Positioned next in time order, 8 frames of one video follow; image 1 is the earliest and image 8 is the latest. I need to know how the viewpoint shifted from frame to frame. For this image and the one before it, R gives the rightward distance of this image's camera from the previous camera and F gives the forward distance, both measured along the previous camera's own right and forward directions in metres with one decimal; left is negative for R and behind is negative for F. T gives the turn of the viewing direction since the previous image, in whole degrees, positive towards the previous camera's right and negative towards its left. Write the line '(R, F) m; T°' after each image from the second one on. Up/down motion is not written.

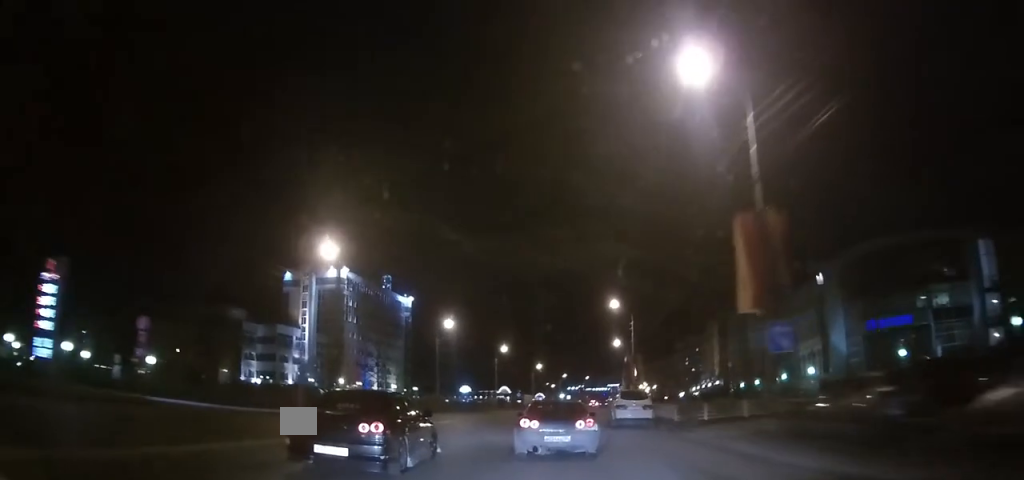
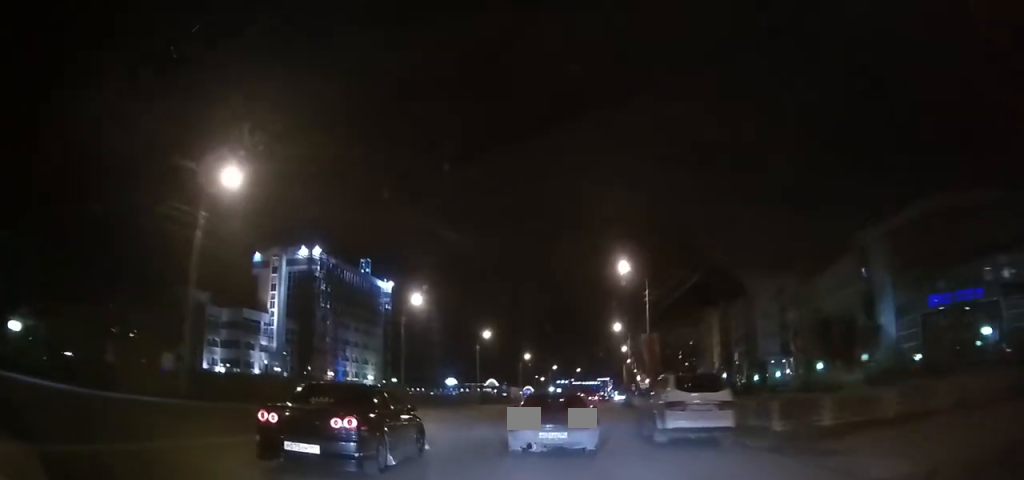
(0.0, +10.1) m; +1°
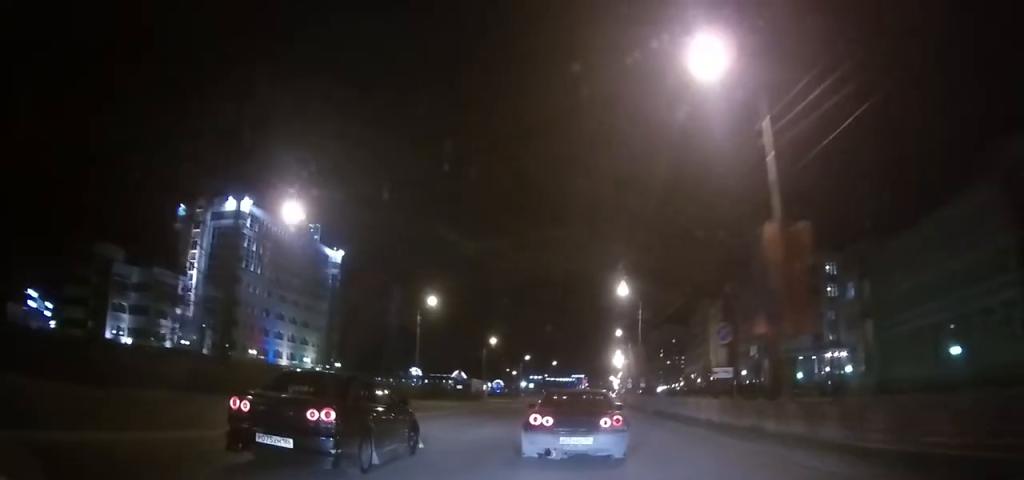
(+0.2, +22.6) m; +1°
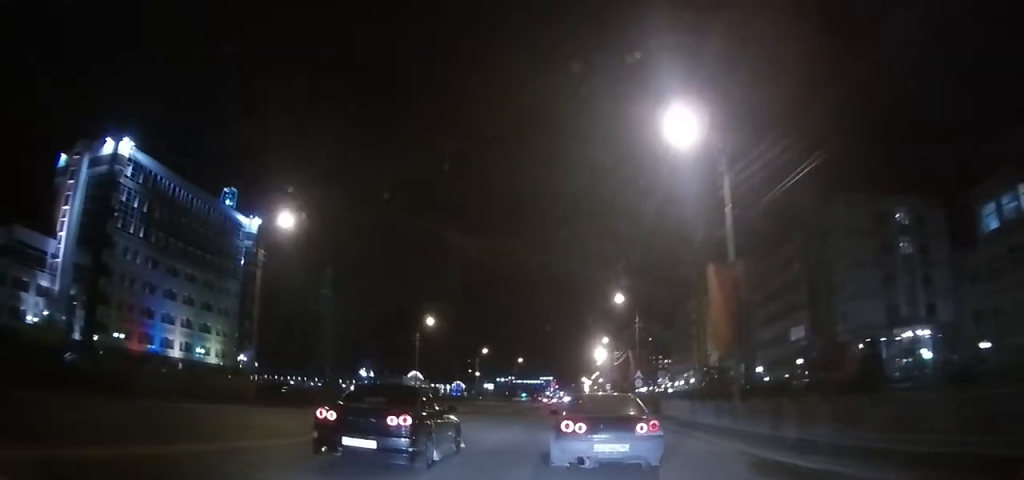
(+0.6, +30.2) m; +3°
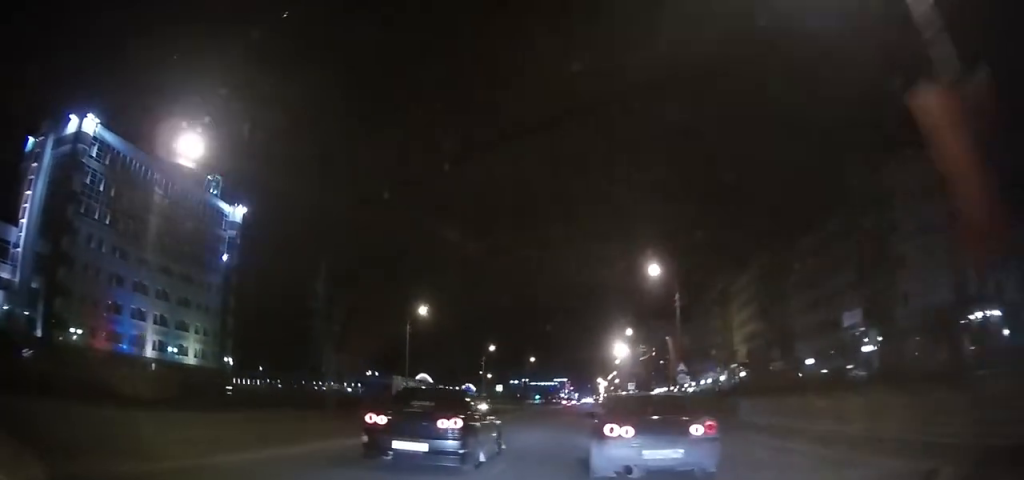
(+0.2, +11.3) m; +1°
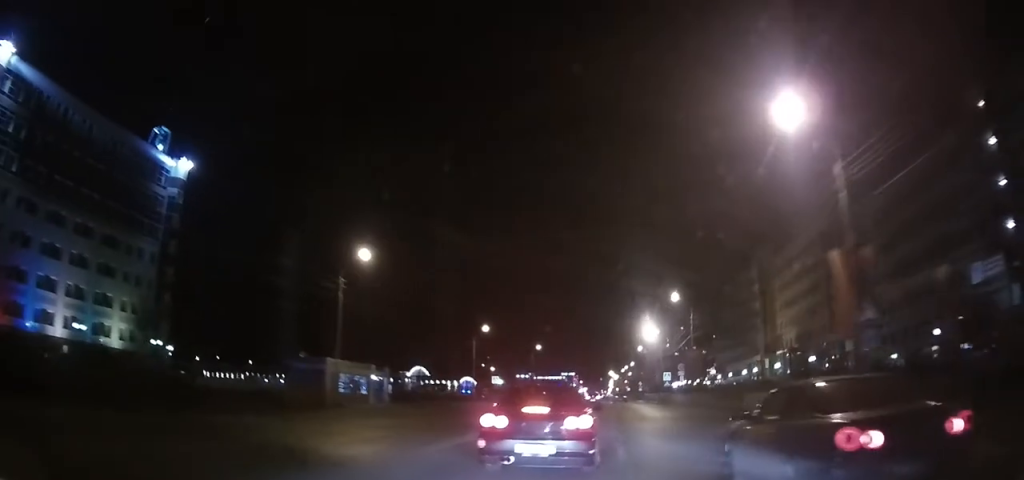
(+0.2, +22.3) m; +1°
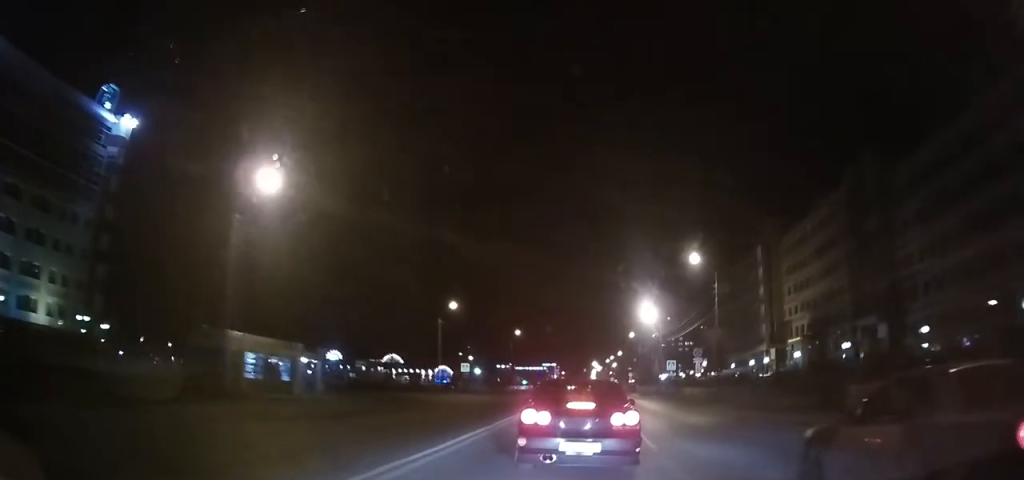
(+0.1, +14.1) m; 0°
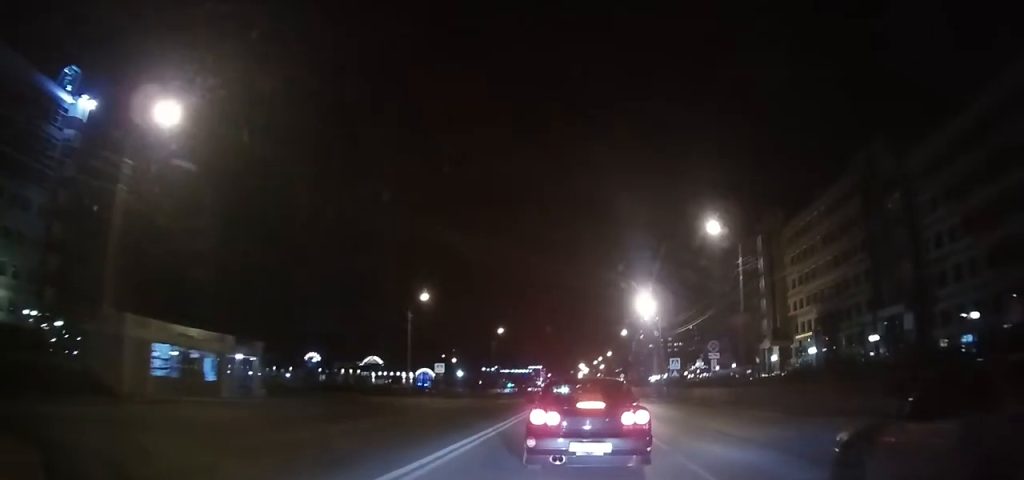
(+0.1, +9.9) m; 0°
